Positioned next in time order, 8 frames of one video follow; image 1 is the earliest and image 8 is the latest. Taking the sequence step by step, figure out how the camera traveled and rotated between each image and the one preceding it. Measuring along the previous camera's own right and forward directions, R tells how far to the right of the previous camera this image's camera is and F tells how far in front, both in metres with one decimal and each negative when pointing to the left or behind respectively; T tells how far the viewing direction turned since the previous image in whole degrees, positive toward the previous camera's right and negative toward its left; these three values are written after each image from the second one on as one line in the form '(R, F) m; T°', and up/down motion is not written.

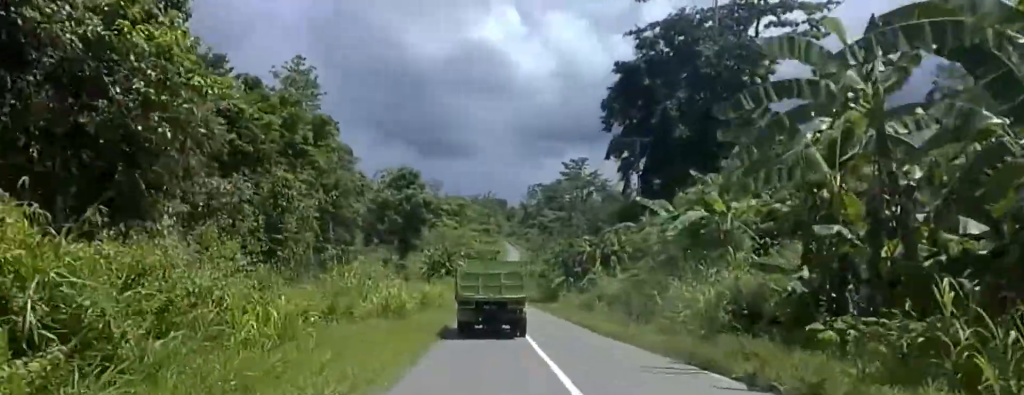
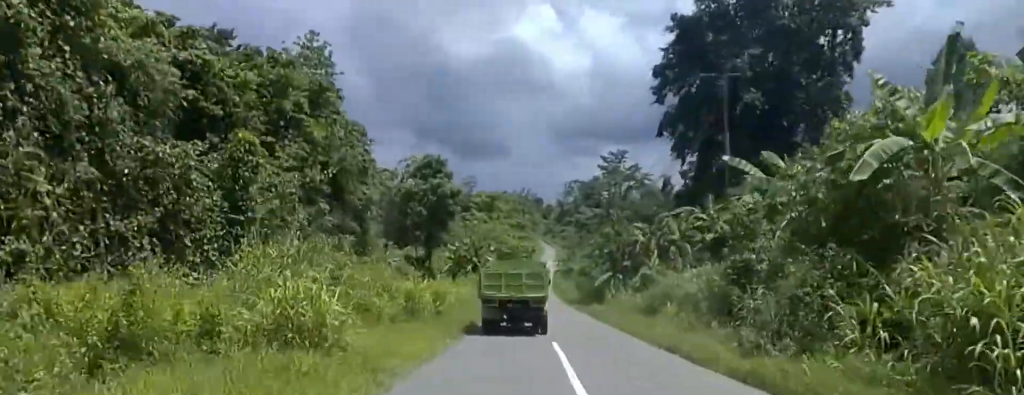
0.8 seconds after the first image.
(+0.6, +8.8) m; -1°
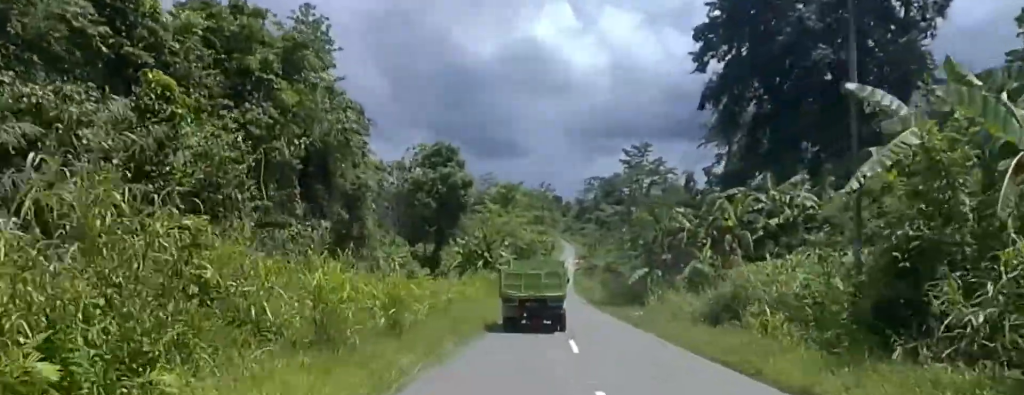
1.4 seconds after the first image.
(0.0, +7.5) m; -2°
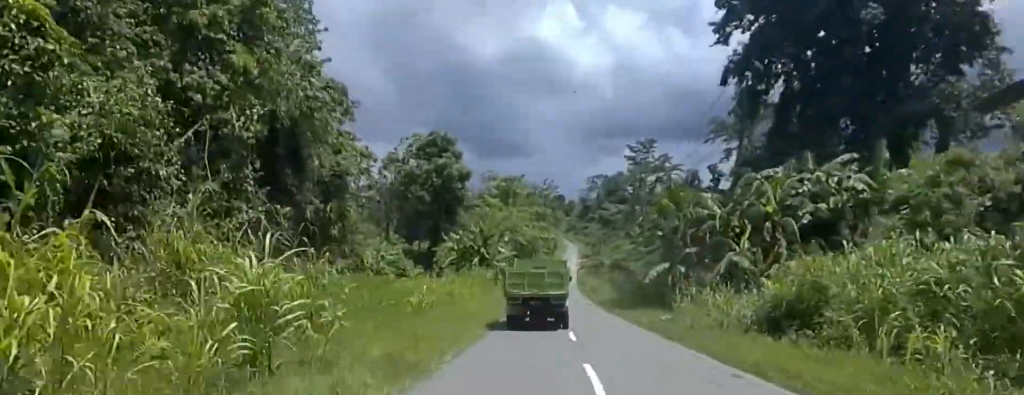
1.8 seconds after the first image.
(-0.4, +5.3) m; -3°
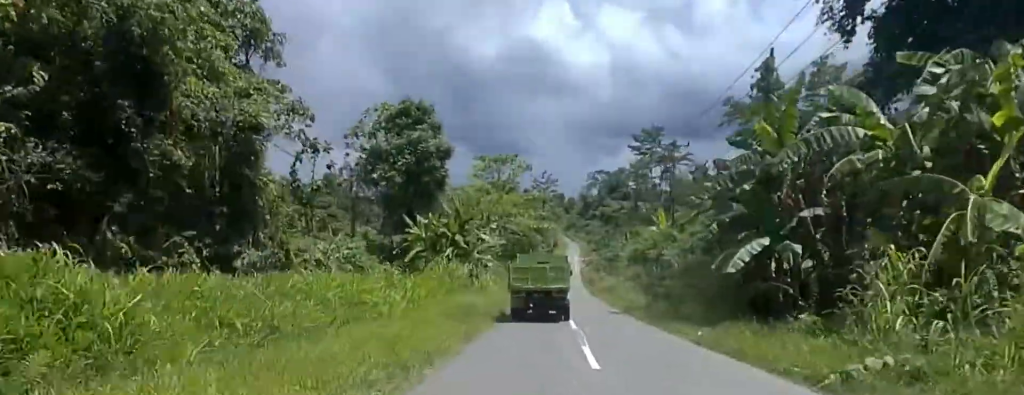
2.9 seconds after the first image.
(-0.4, +14.1) m; -2°
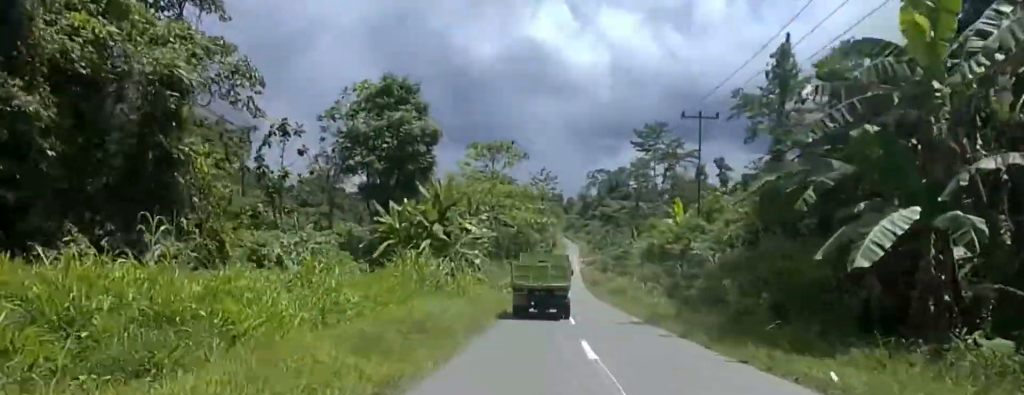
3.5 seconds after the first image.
(0.0, +7.2) m; +2°
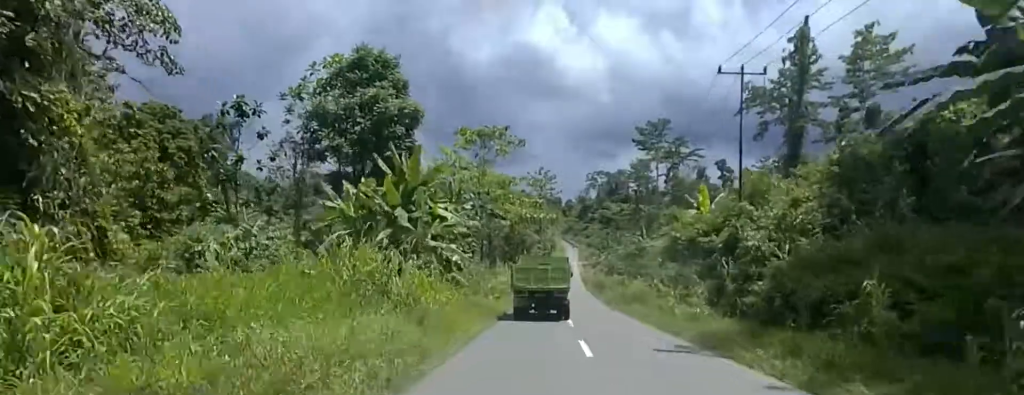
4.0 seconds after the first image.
(-0.3, +7.8) m; +4°
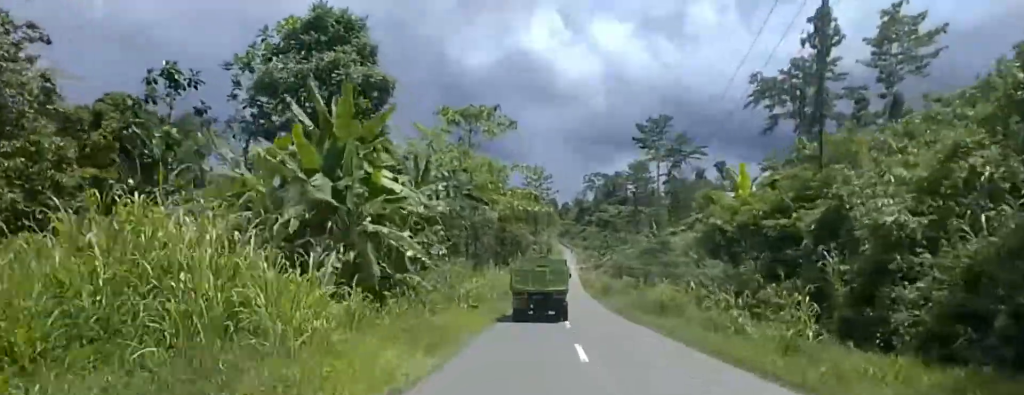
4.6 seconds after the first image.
(+0.8, +8.2) m; 0°
